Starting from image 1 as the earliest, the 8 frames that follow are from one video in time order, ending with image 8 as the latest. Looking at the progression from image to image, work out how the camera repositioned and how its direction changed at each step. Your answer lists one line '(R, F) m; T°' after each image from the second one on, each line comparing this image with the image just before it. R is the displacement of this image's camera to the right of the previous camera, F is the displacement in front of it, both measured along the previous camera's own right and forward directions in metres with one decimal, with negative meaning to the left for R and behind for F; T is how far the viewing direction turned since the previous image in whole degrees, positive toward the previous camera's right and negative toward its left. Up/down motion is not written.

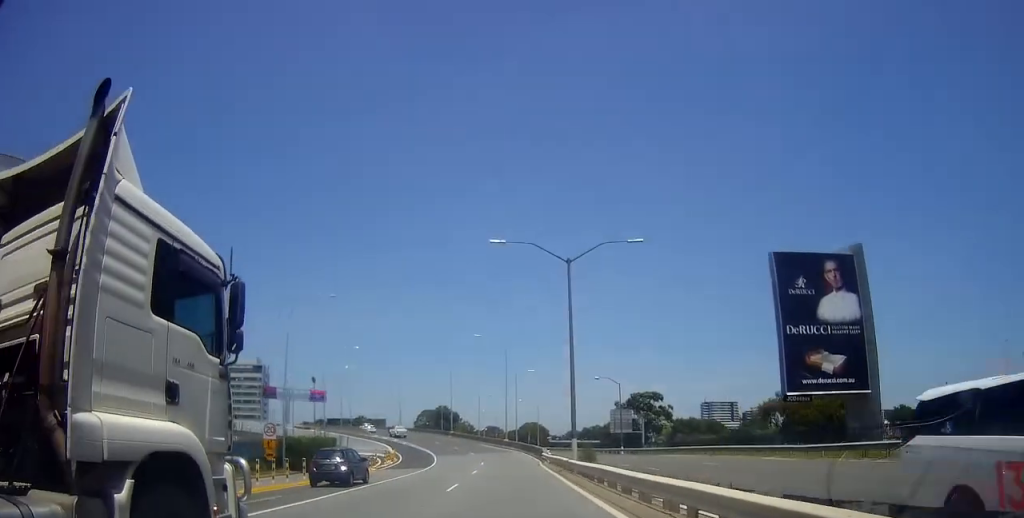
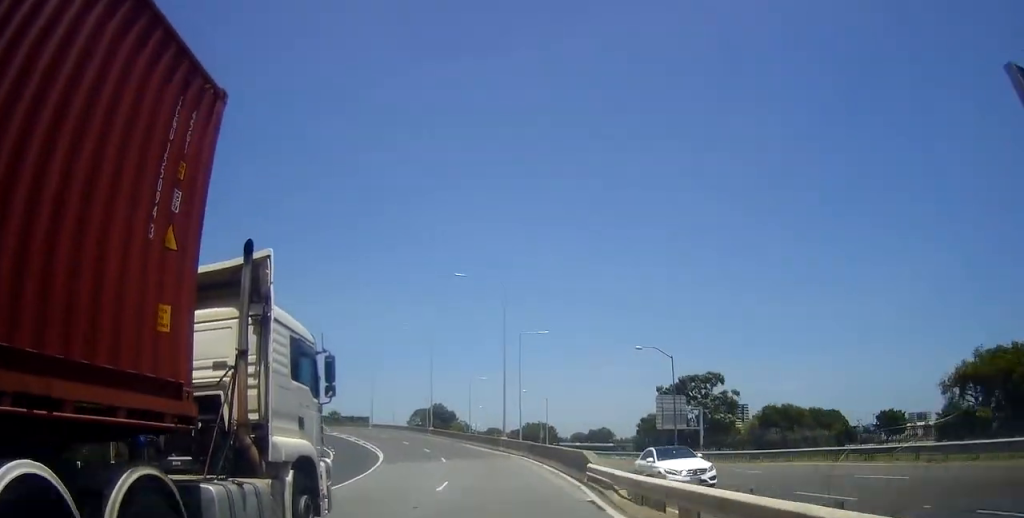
(+0.6, +25.3) m; -1°
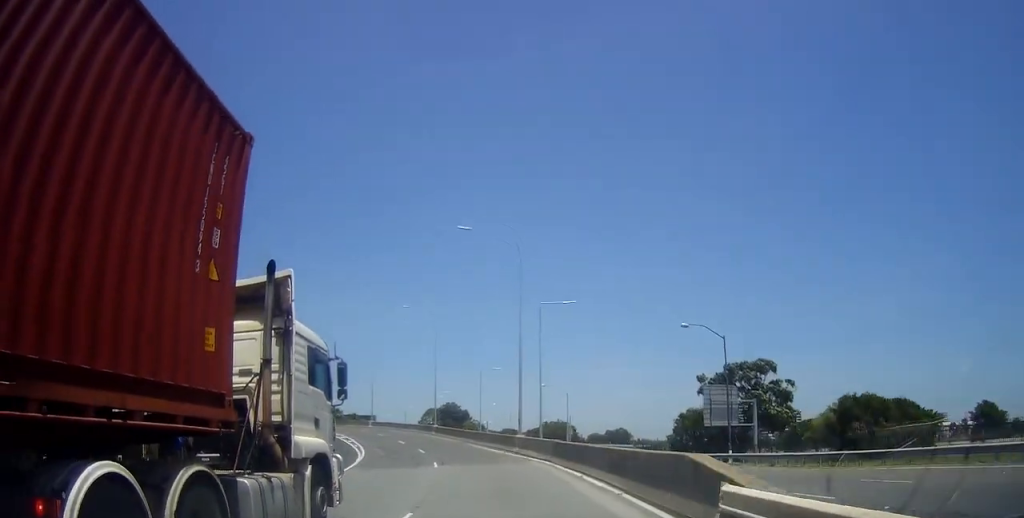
(-0.6, +9.9) m; -2°
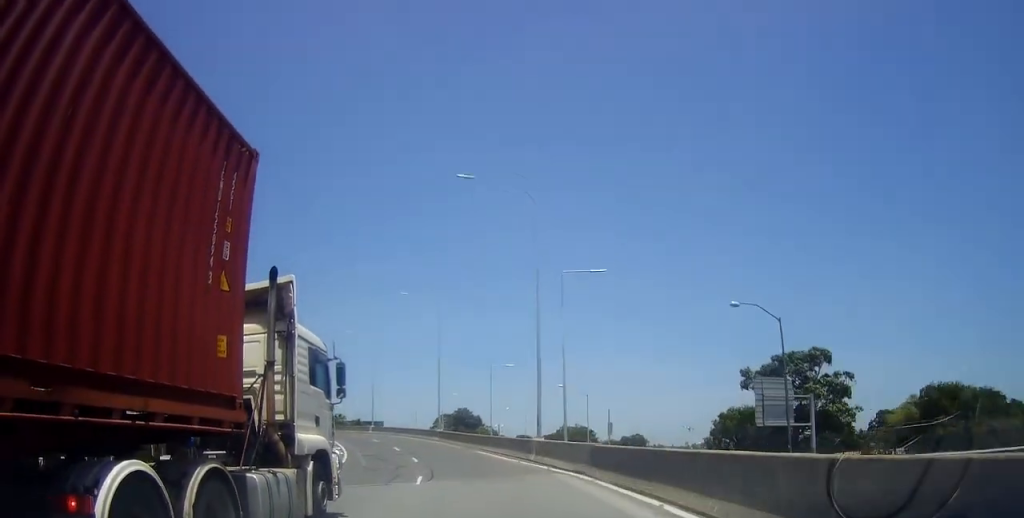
(-0.1, +7.8) m; -1°
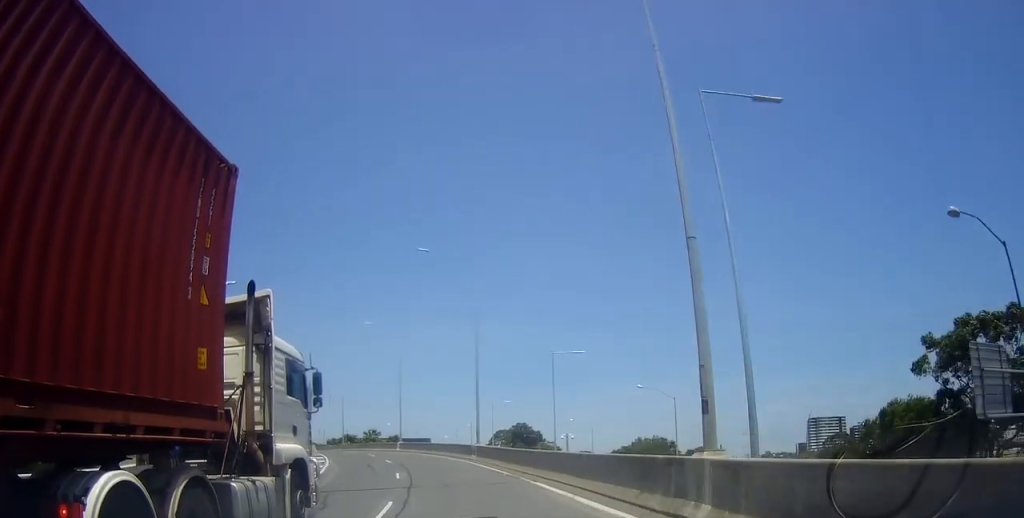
(-0.2, +17.4) m; -2°
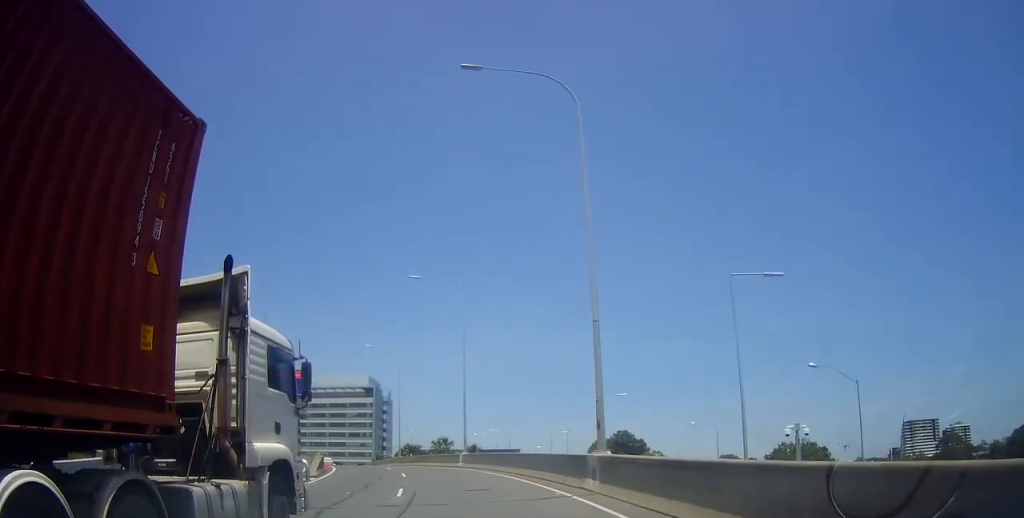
(-0.7, +20.5) m; -7°
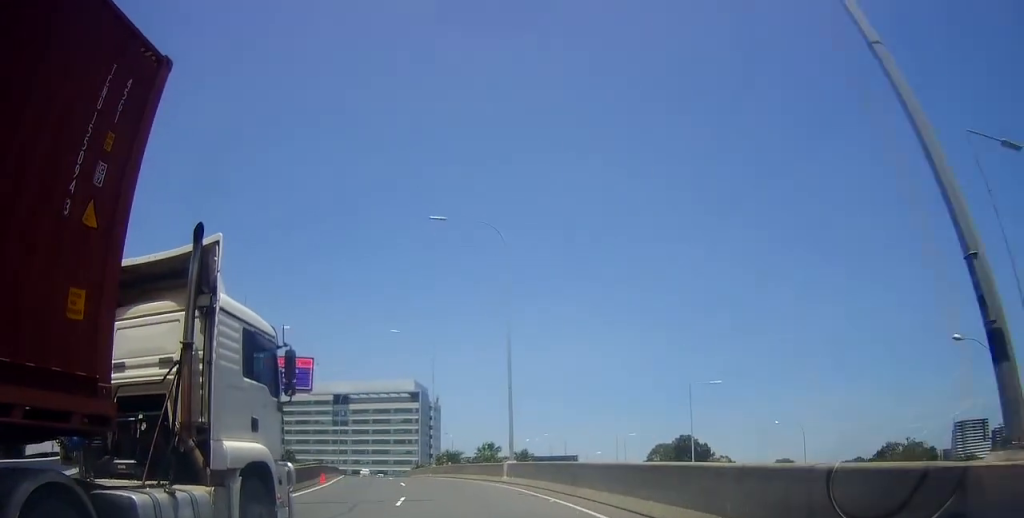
(-0.9, +12.0) m; -6°
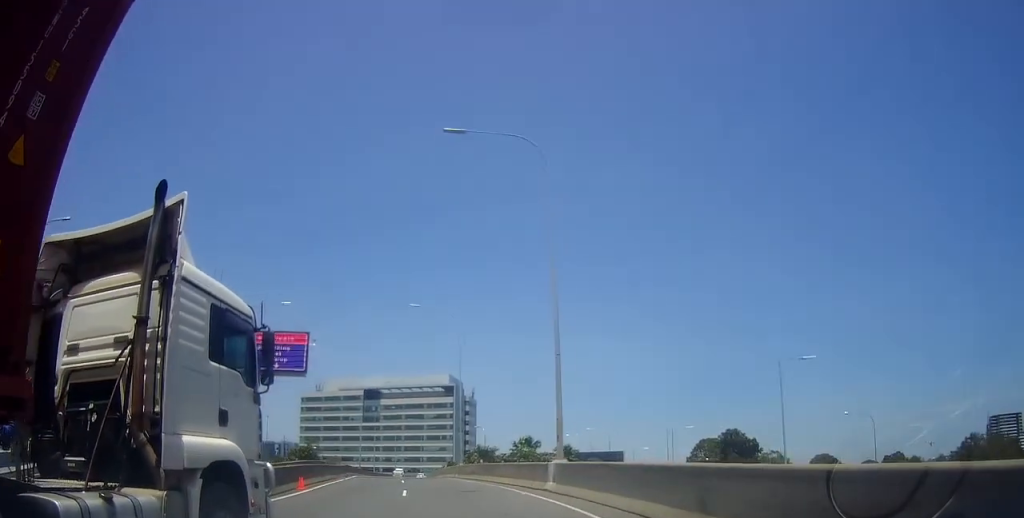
(-0.3, +8.5) m; -4°
